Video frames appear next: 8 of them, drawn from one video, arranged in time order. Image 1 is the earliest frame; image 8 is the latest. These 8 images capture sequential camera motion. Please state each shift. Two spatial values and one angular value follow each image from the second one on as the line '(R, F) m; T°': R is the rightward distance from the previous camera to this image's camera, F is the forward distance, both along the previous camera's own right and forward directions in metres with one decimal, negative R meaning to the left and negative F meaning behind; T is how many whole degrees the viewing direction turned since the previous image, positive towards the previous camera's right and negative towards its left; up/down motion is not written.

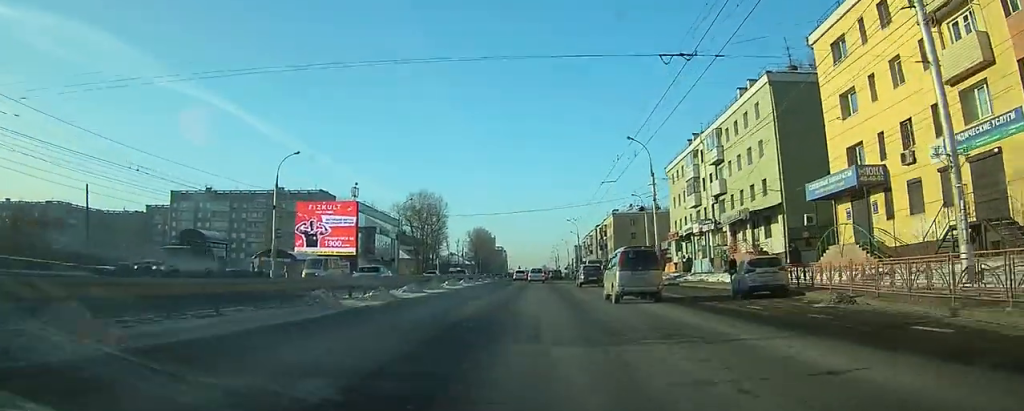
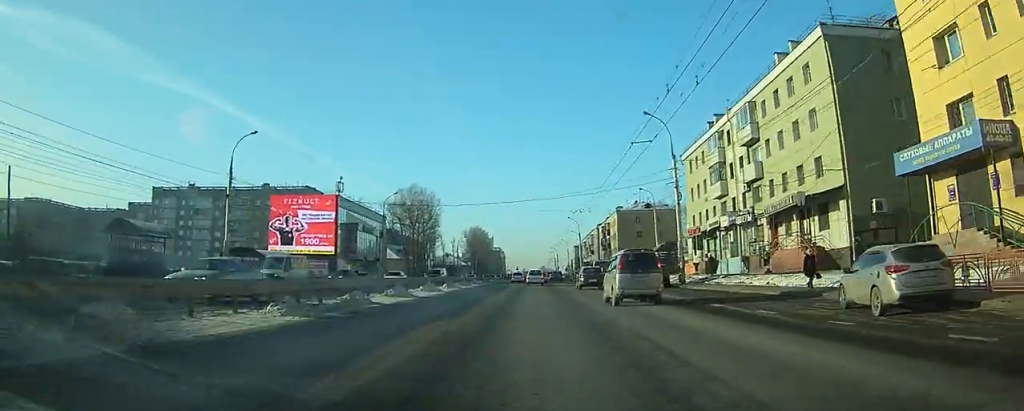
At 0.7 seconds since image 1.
(0.0, +9.3) m; 0°
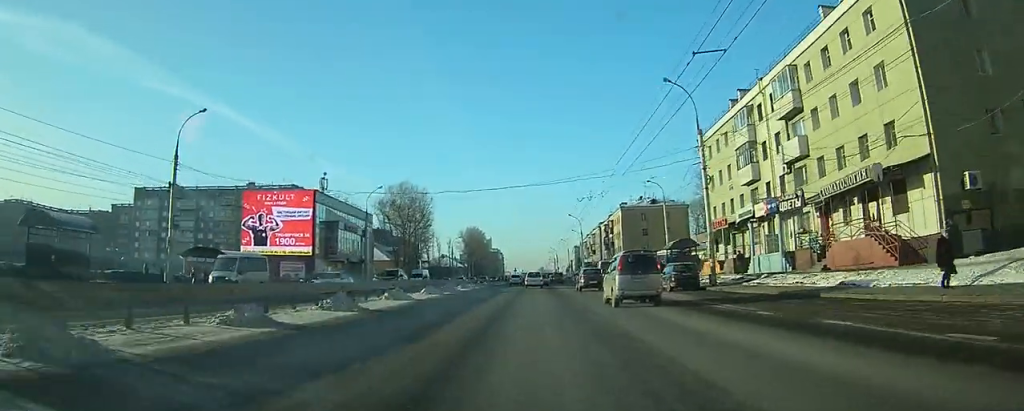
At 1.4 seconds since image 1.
(-0.1, +8.2) m; 0°
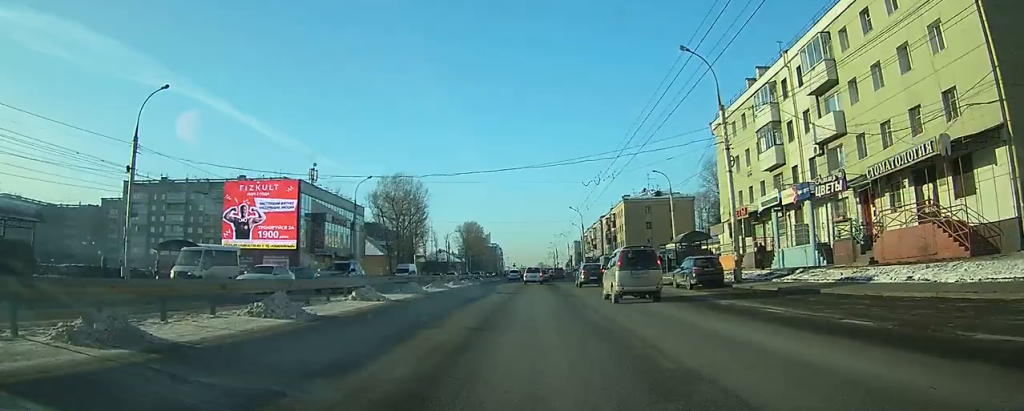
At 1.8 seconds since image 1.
(0.0, +4.9) m; 0°
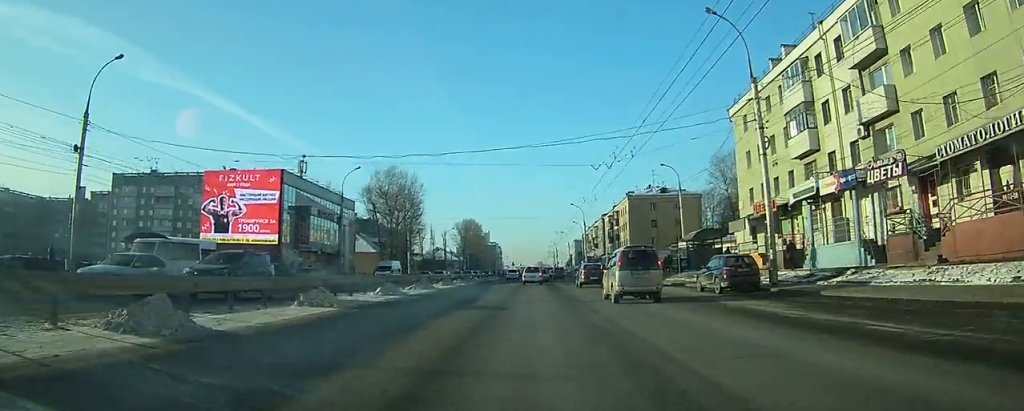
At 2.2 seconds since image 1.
(0.0, +5.1) m; 0°
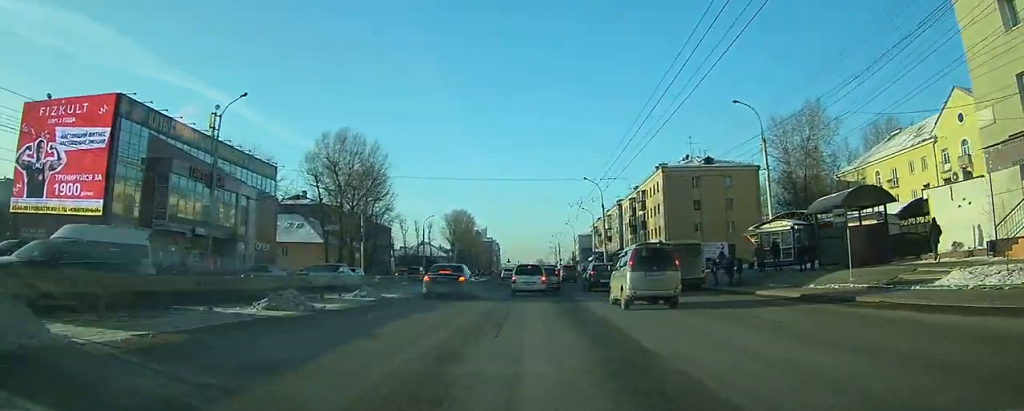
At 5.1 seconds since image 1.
(-0.3, +29.6) m; 0°
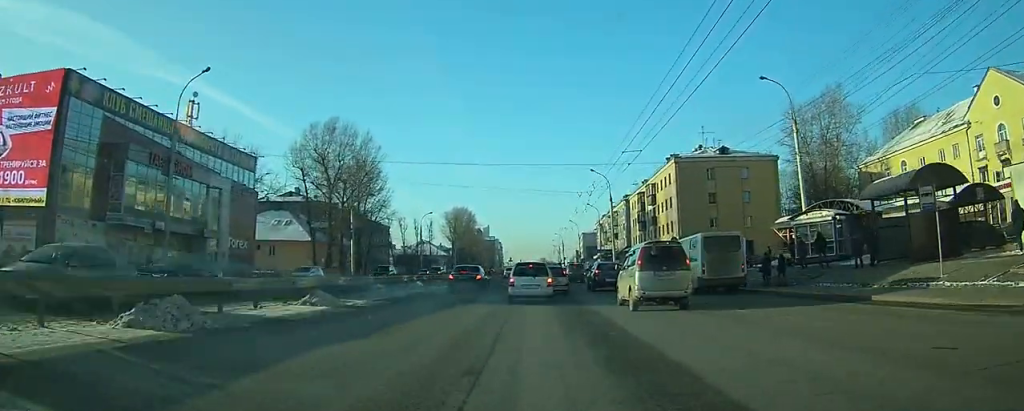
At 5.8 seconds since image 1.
(0.0, +6.0) m; 0°
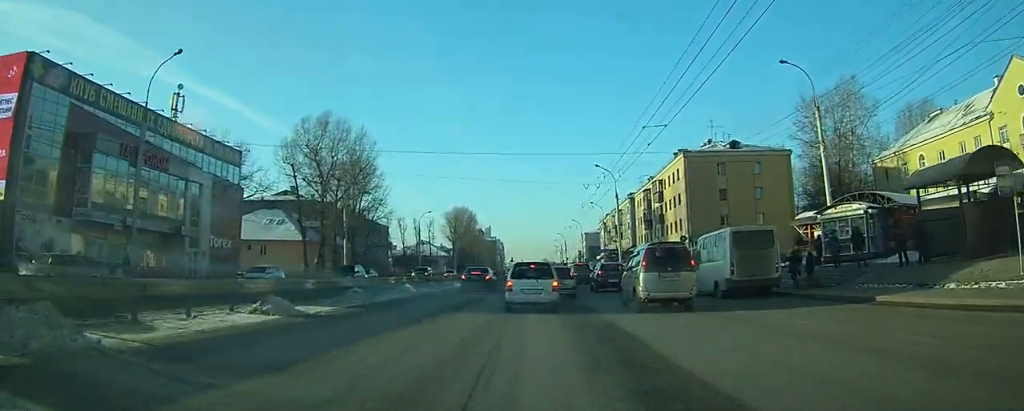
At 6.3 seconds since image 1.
(0.0, +3.7) m; 0°
